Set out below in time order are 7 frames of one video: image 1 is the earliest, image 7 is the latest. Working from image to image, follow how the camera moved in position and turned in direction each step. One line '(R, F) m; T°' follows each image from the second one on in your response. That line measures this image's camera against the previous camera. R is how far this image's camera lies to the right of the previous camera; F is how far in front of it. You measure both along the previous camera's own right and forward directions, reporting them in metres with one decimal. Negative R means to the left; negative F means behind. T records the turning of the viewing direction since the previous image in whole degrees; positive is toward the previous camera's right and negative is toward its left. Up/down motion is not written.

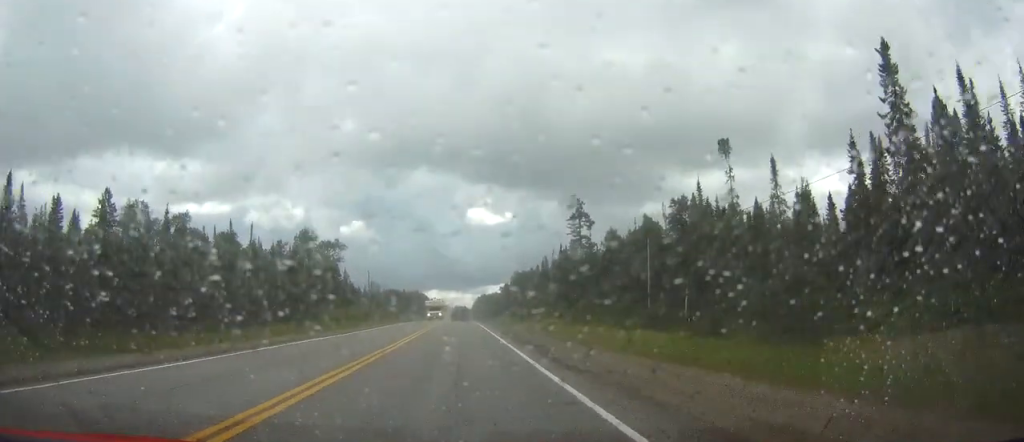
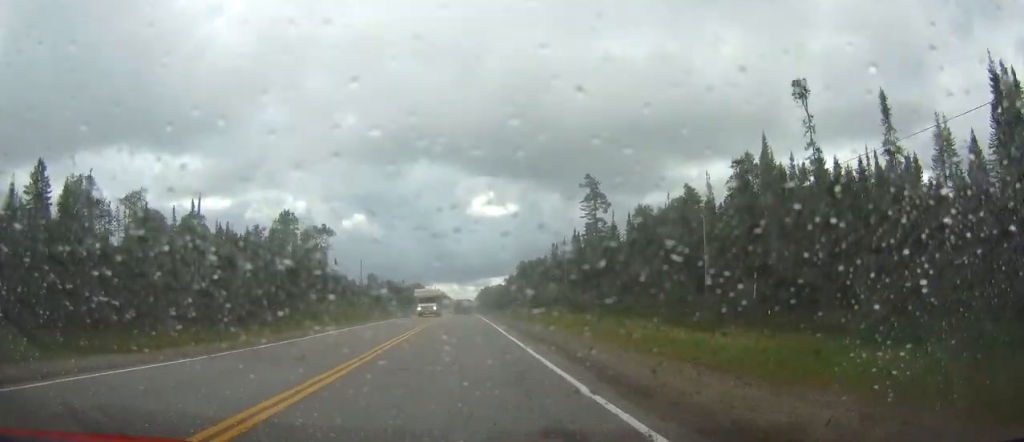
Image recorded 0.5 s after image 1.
(0.0, +15.9) m; 0°
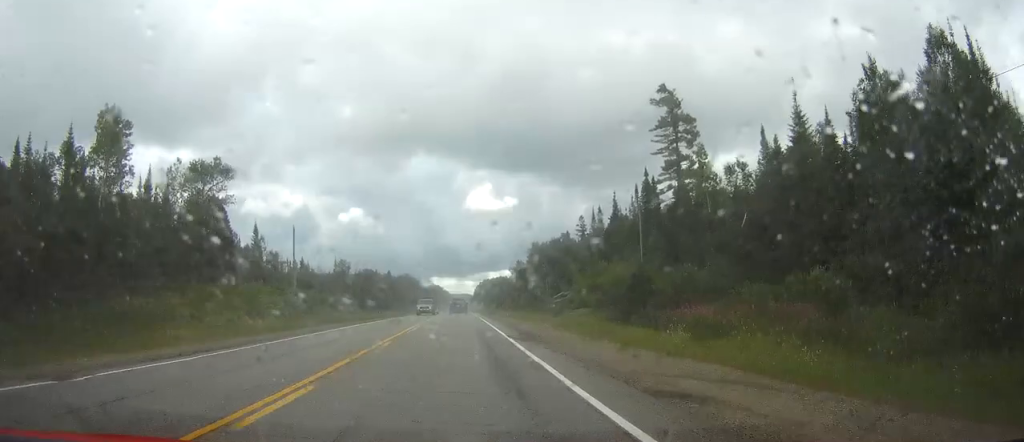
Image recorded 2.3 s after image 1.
(+0.1, +57.2) m; 0°
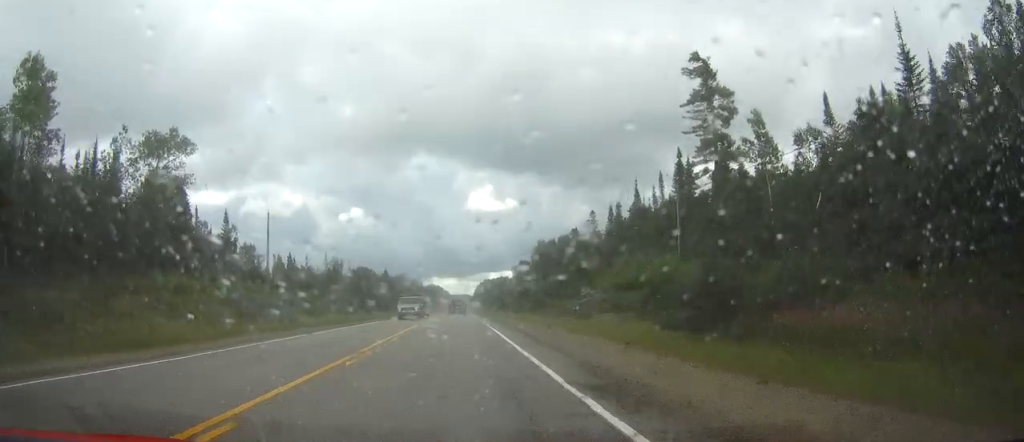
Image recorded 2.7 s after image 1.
(+0.1, +12.7) m; 0°
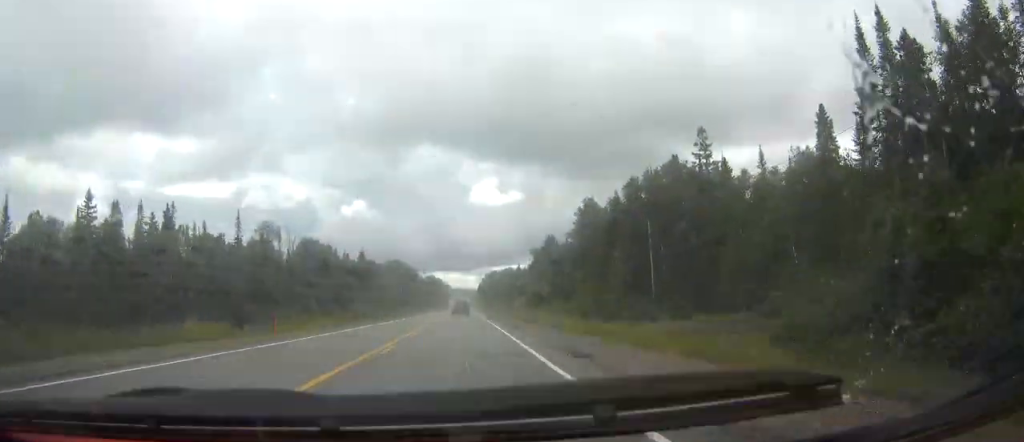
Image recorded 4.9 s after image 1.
(-0.2, +69.2) m; 0°
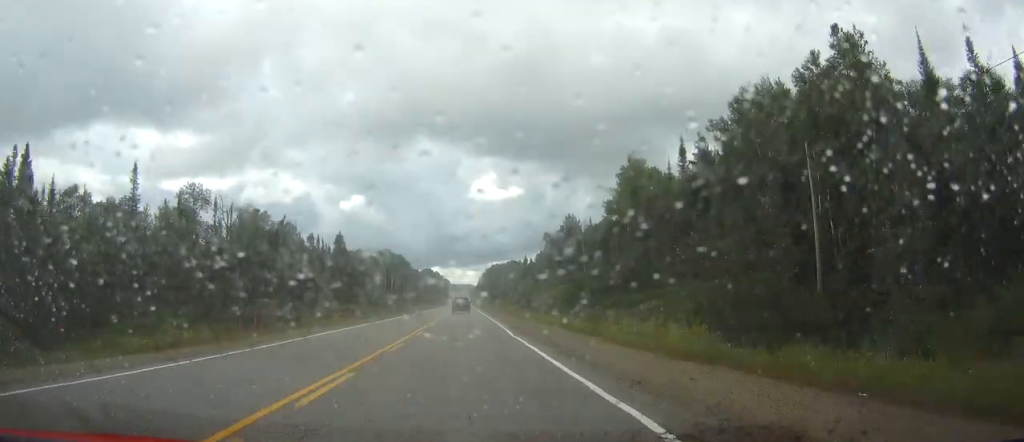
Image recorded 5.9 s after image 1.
(-0.1, +34.3) m; 0°
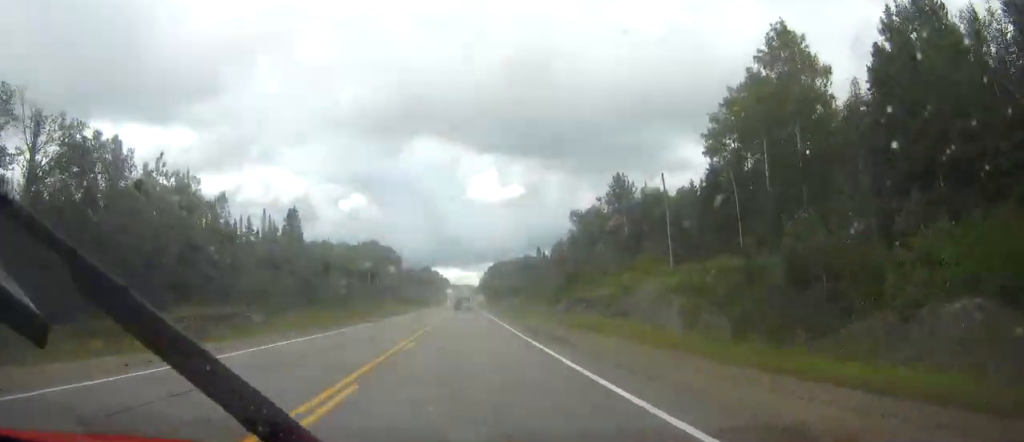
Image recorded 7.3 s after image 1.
(0.0, +45.2) m; 0°
